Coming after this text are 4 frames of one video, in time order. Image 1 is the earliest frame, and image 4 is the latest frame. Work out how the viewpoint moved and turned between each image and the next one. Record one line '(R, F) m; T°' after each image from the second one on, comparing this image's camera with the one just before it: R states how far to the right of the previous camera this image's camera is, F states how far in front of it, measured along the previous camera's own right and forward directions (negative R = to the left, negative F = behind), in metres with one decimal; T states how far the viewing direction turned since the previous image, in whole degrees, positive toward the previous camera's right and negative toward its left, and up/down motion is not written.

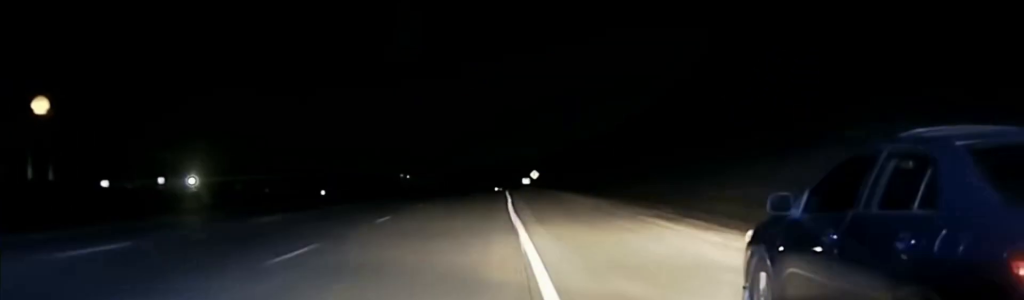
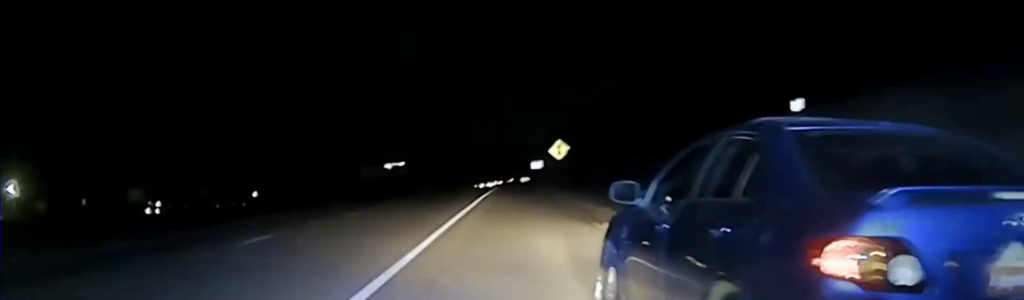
(-0.1, +109.7) m; 0°
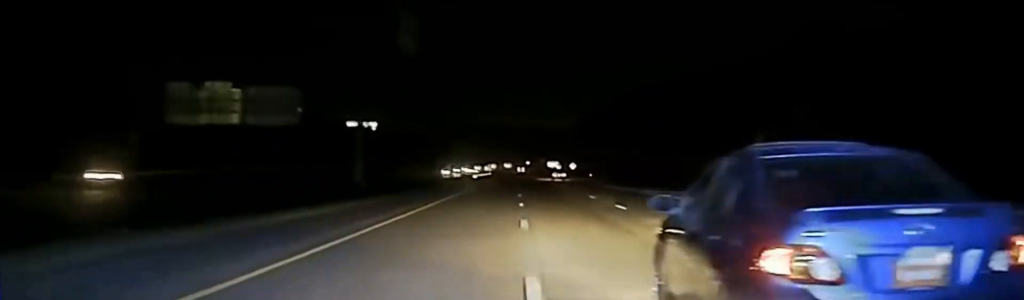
(-11.0, +169.5) m; -3°
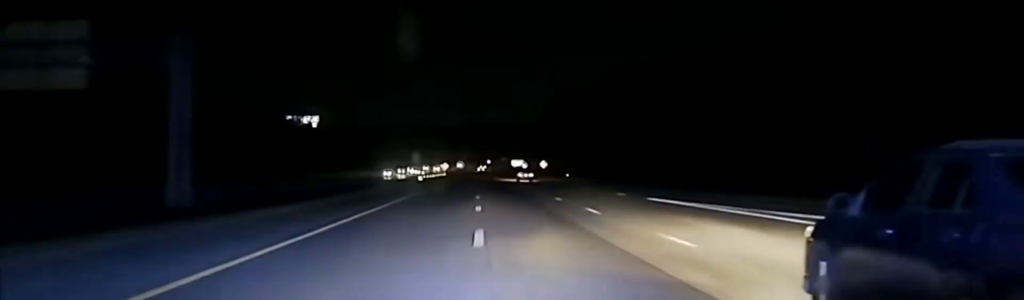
(+0.3, +42.2) m; +2°
